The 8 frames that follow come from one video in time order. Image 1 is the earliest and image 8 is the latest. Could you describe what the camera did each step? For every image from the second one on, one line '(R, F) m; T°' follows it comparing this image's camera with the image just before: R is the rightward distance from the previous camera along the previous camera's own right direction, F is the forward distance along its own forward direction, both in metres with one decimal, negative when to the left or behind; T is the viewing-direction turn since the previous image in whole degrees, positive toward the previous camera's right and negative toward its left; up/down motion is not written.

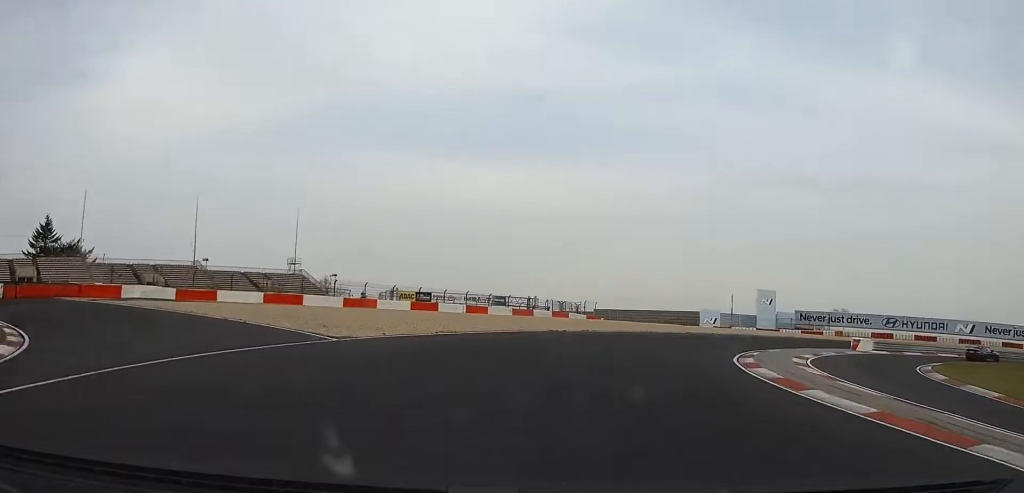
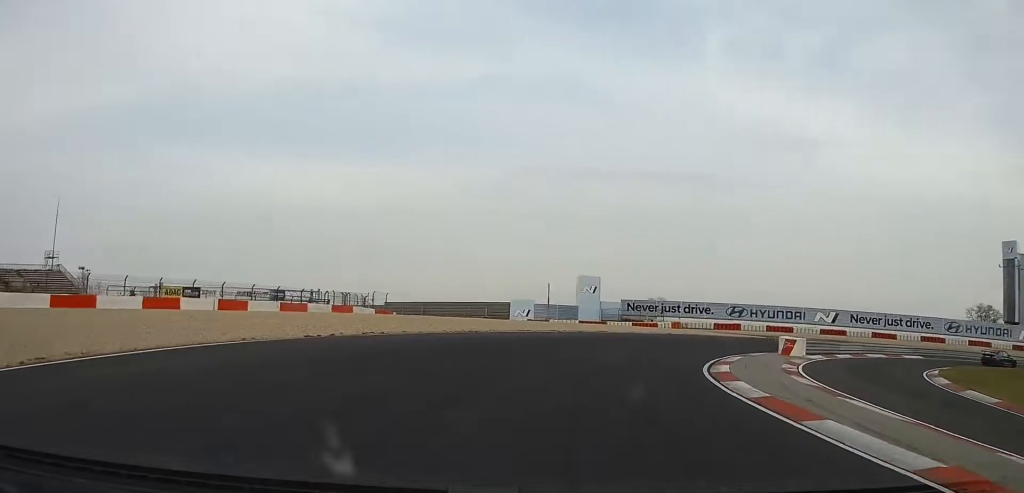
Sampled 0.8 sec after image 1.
(+3.8, +18.3) m; +18°
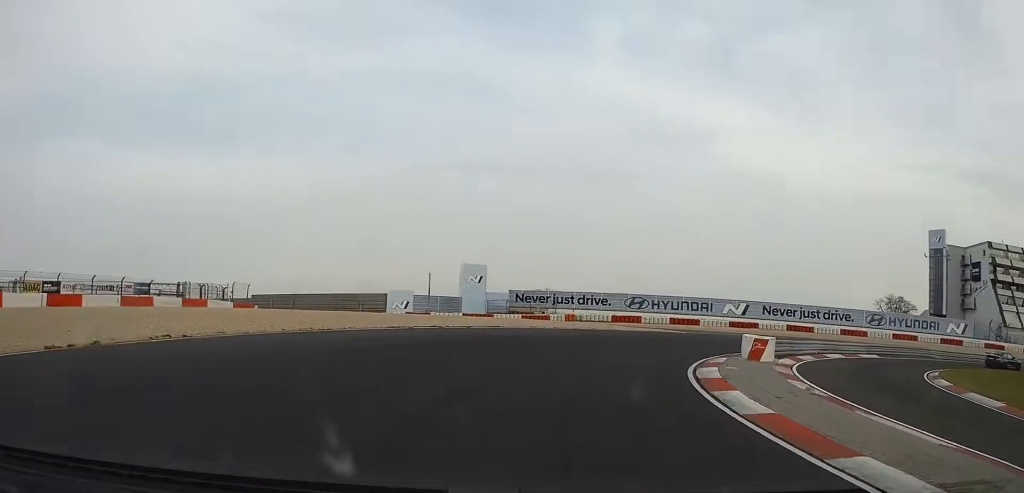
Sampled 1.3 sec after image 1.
(+0.5, +9.5) m; +9°
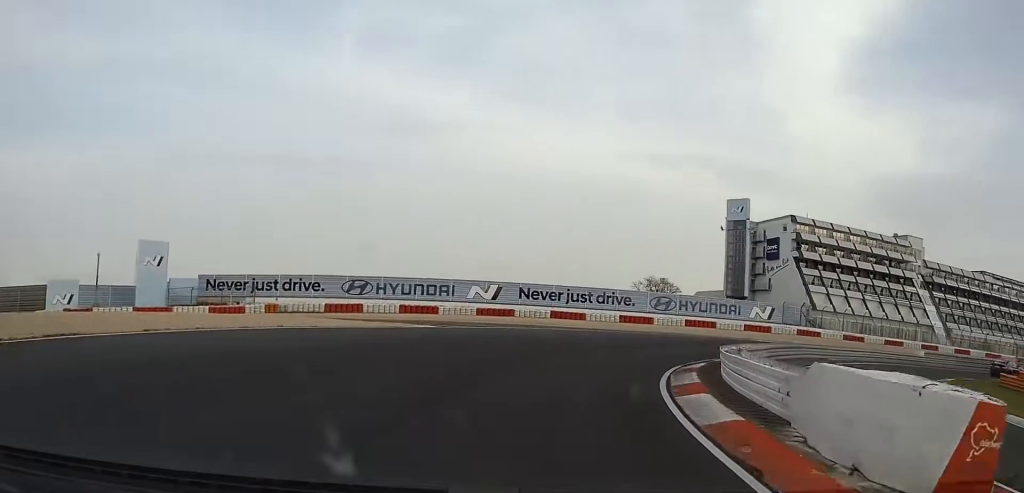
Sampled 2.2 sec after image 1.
(+2.9, +20.9) m; +18°
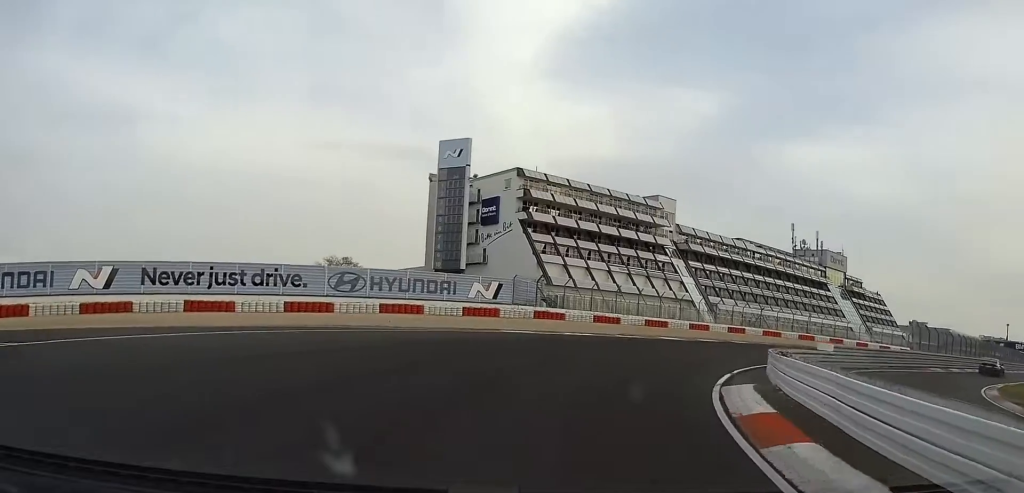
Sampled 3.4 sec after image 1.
(+5.5, +24.3) m; +25°
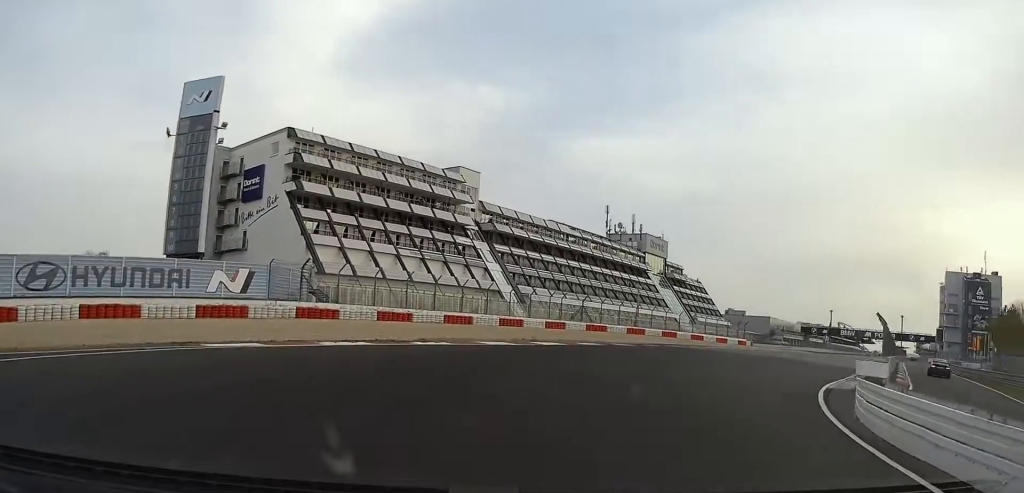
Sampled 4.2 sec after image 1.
(+1.6, +16.7) m; +21°
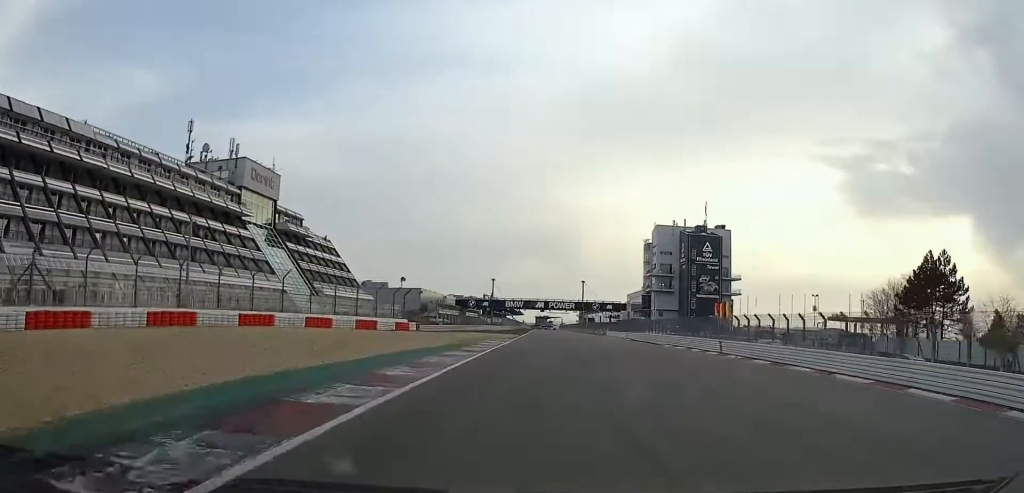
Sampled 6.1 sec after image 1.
(+19.8, +54.5) m; +30°
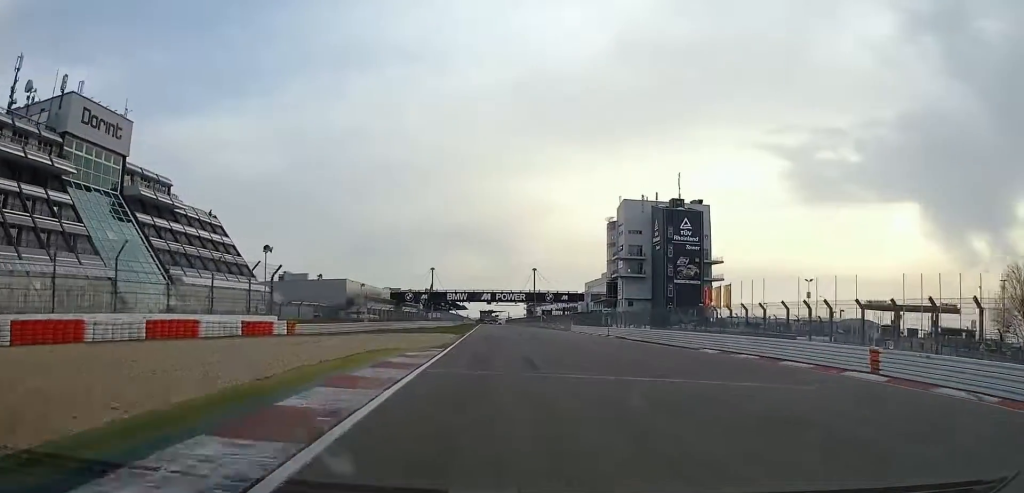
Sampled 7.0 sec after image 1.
(+2.1, +31.5) m; +5°
